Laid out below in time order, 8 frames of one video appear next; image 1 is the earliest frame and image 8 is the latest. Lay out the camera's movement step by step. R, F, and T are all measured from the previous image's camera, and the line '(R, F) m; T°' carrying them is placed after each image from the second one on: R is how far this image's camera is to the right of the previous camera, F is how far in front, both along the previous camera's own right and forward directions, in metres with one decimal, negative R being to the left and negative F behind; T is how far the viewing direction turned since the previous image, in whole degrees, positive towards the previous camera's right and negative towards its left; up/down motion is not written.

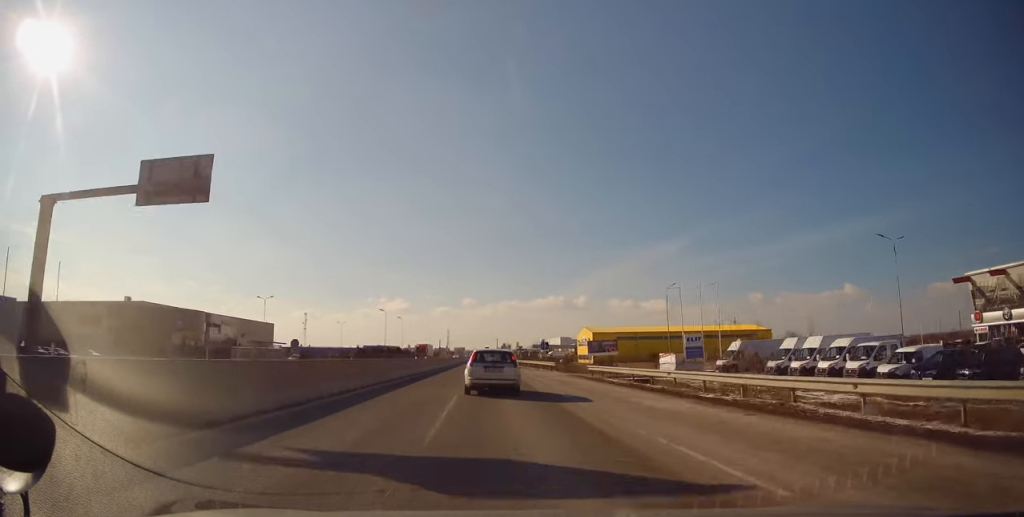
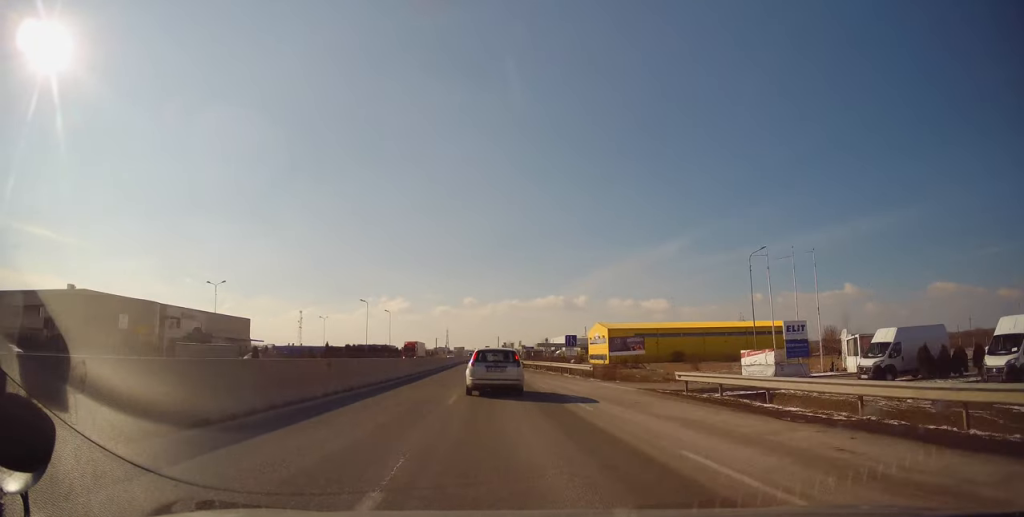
(+0.3, +18.1) m; 0°
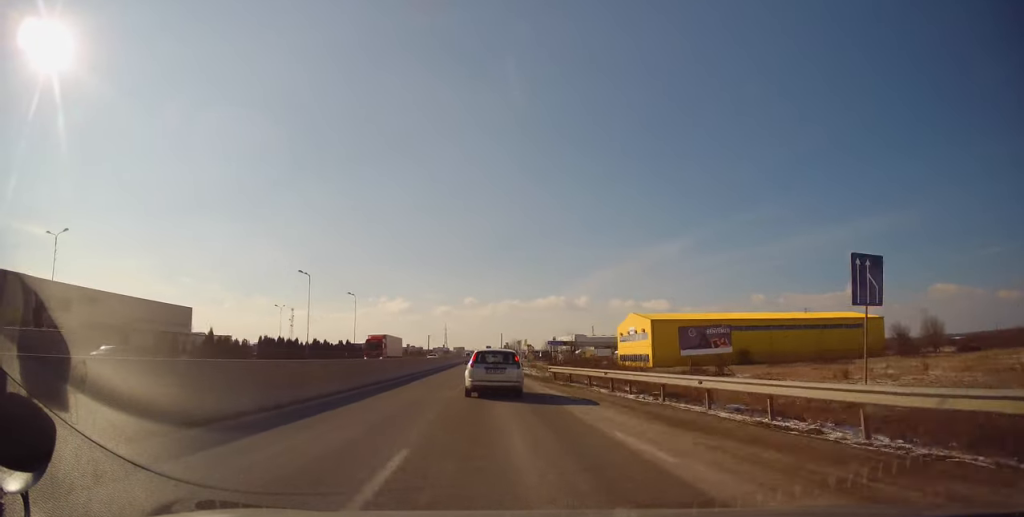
(-0.4, +33.5) m; 0°
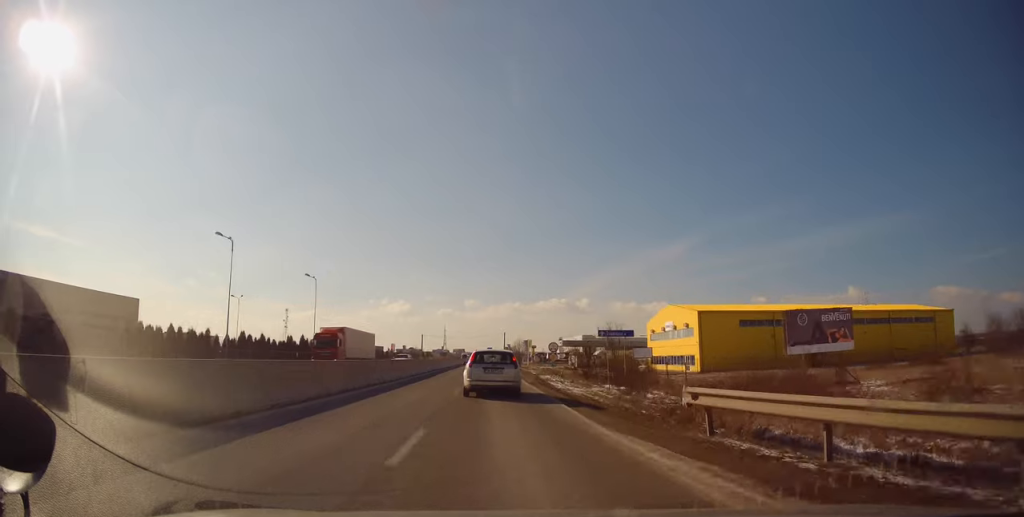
(+0.2, +21.6) m; 0°
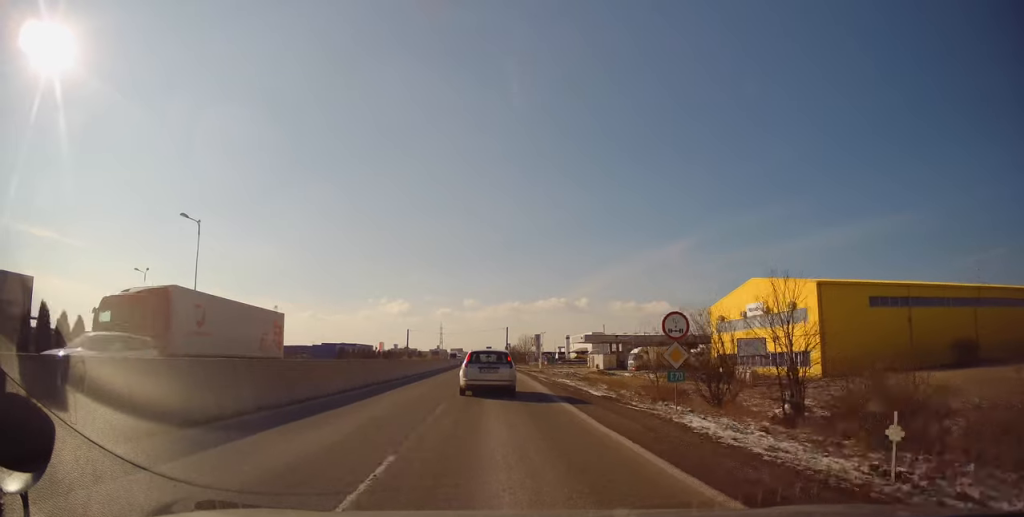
(-0.3, +29.0) m; 0°
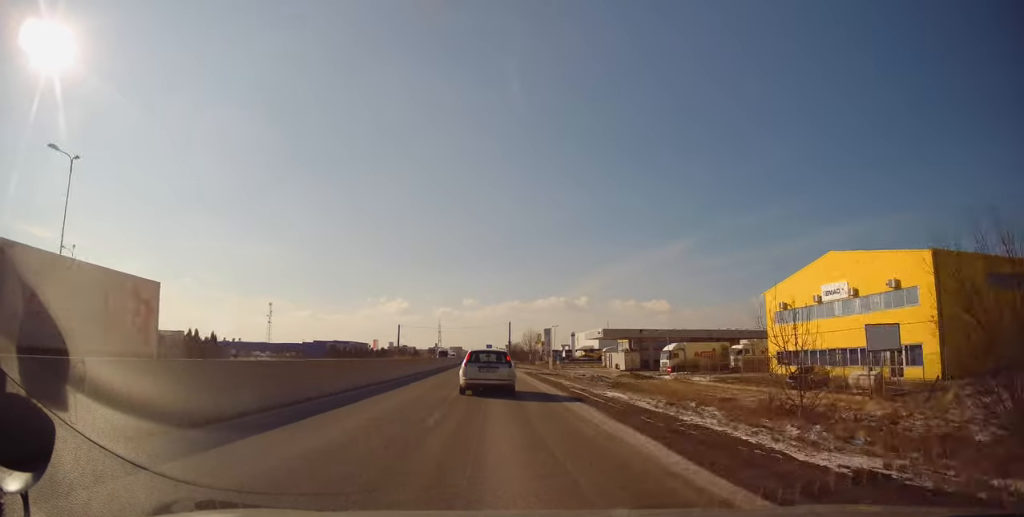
(0.0, +14.7) m; 0°
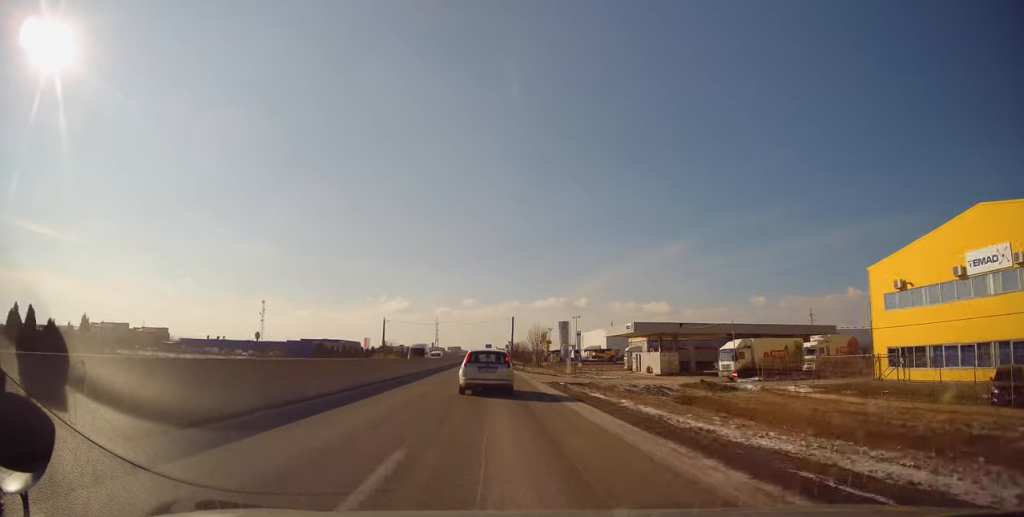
(+0.3, +17.1) m; +1°
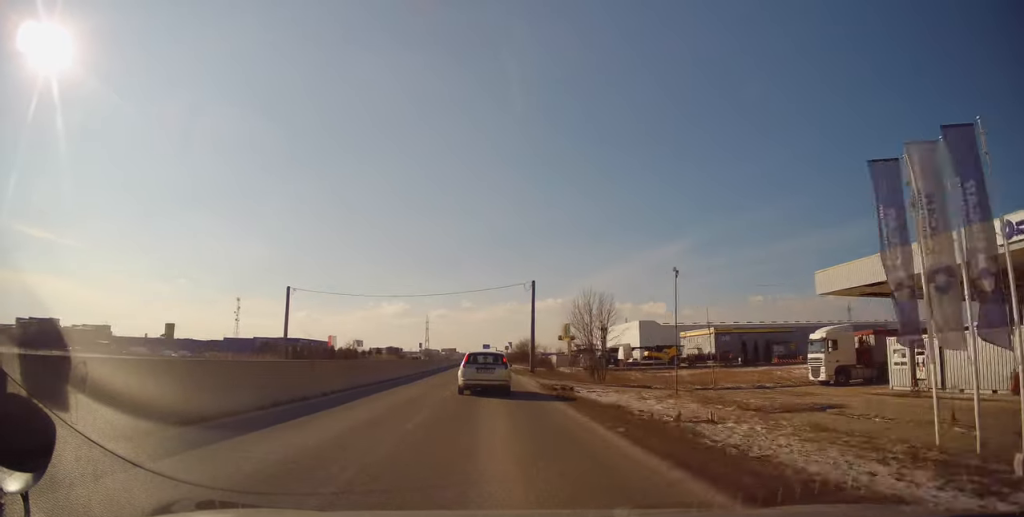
(-0.1, +51.5) m; 0°
